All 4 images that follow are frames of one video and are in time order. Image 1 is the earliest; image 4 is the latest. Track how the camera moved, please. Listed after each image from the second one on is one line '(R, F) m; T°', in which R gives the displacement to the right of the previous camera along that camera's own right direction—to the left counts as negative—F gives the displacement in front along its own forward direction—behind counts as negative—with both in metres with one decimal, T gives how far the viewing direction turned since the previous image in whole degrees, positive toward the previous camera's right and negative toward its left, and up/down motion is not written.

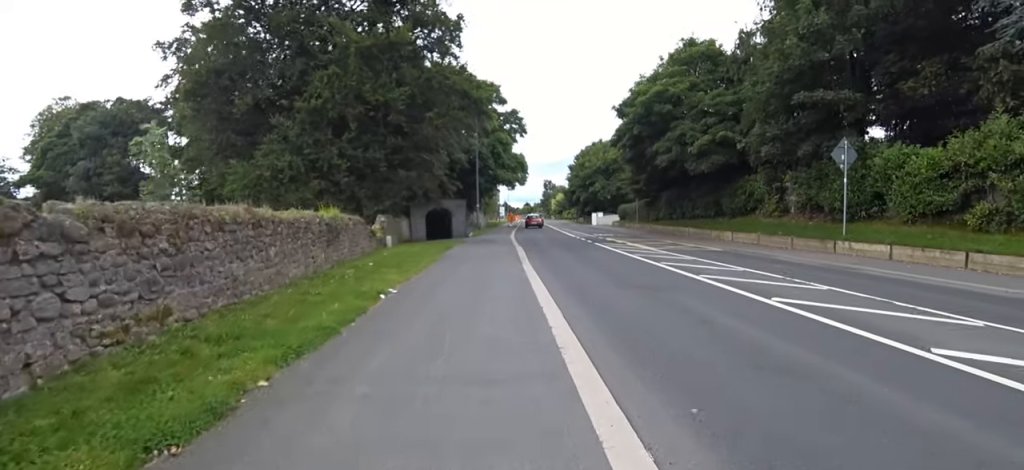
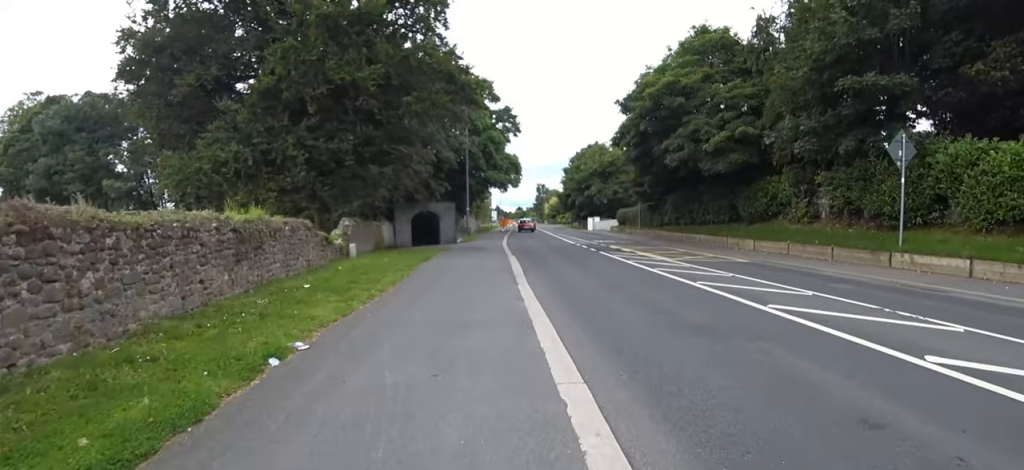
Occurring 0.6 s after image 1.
(+0.3, +2.9) m; +4°
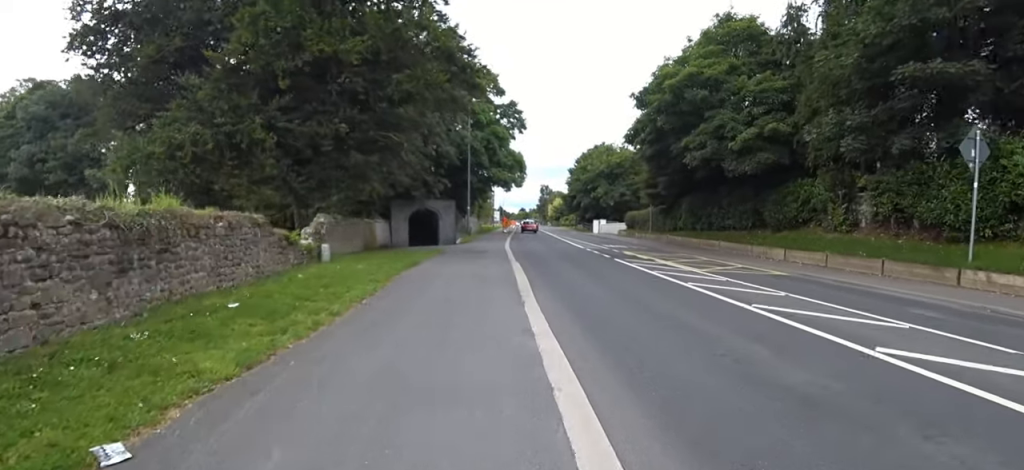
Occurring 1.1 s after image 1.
(+0.1, +2.1) m; +3°
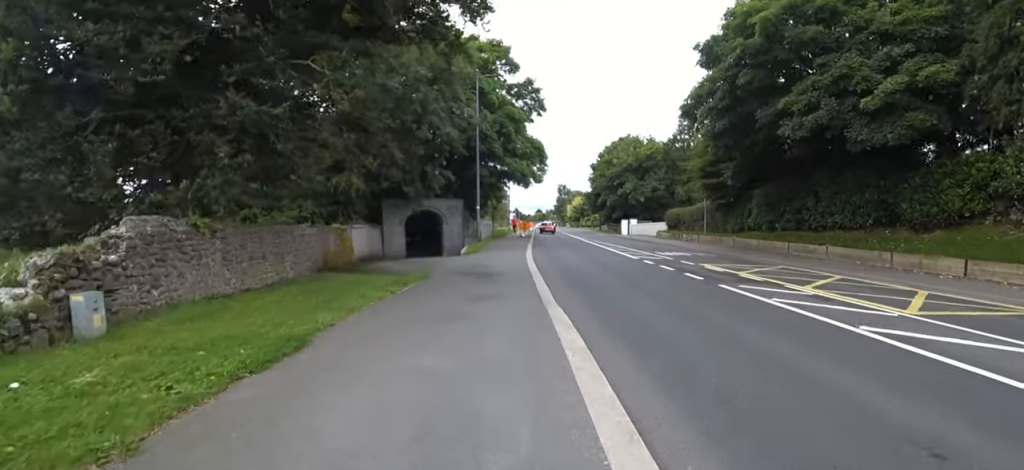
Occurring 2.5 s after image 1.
(0.0, +6.9) m; 0°
